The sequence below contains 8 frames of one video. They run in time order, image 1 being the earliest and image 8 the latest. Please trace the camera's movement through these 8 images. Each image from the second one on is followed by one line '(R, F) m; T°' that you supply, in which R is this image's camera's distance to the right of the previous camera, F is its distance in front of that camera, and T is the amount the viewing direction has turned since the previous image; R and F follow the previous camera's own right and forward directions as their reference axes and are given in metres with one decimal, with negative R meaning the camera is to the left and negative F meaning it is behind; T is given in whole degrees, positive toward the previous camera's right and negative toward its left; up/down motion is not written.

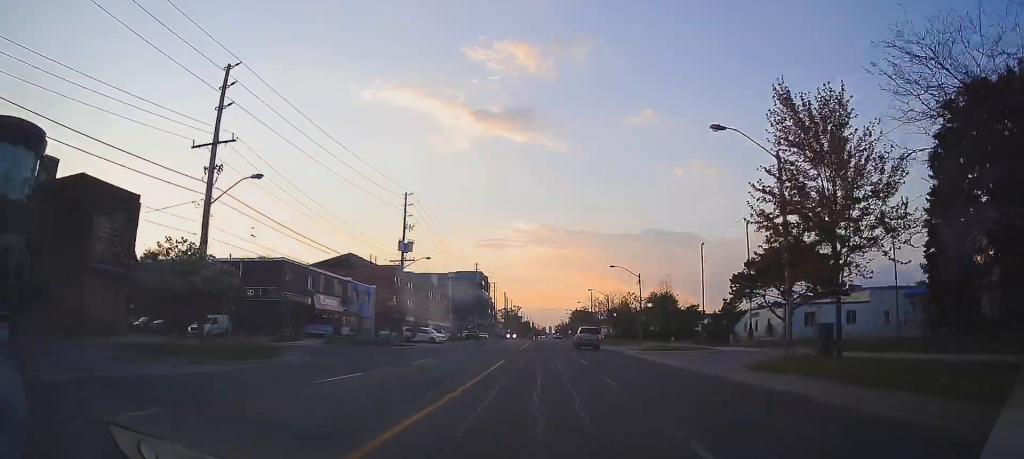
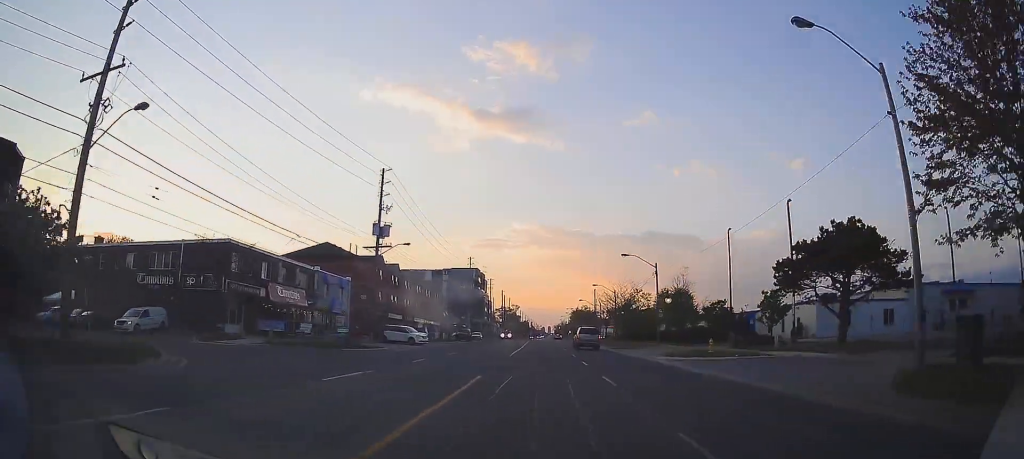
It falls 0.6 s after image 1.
(0.0, +8.9) m; 0°
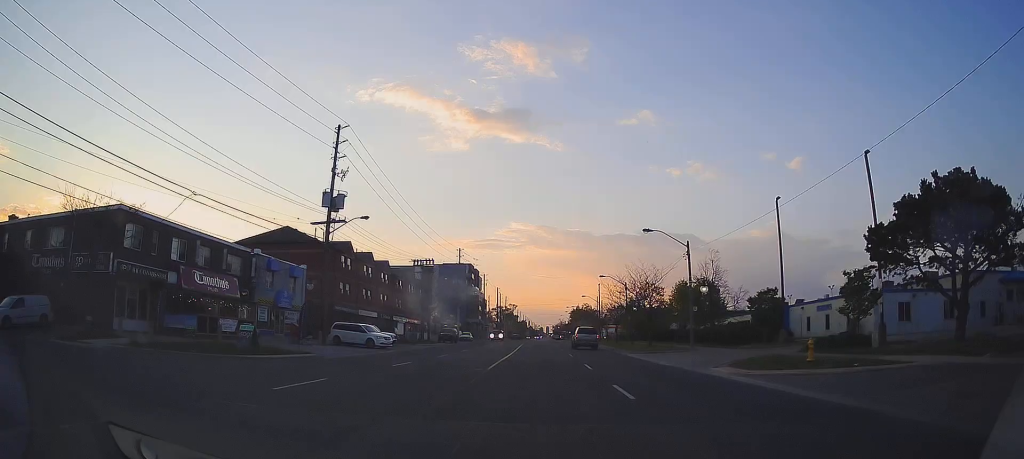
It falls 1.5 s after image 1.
(-0.1, +11.8) m; 0°
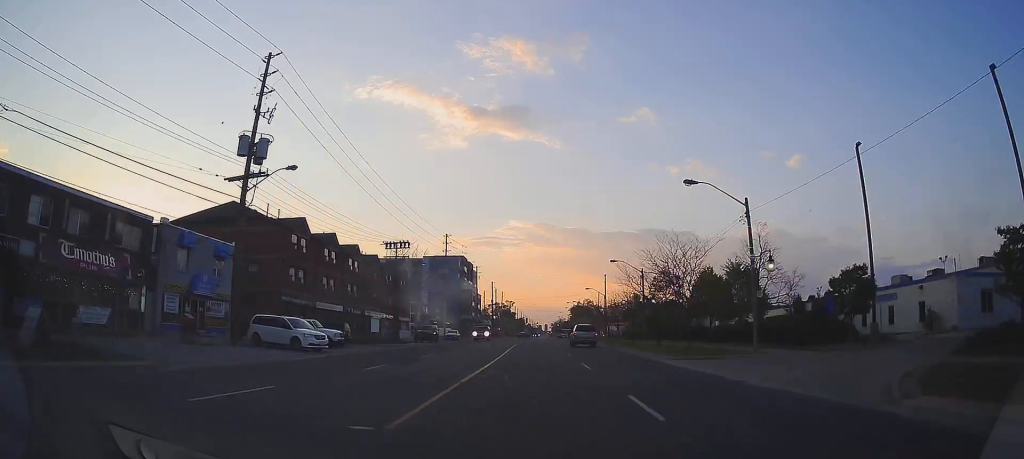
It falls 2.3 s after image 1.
(0.0, +12.1) m; 0°
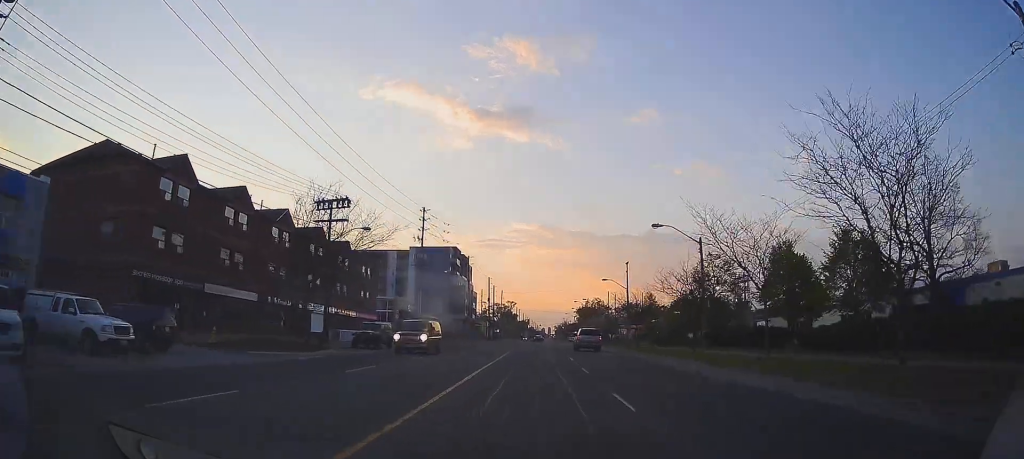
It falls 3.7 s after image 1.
(+0.1, +18.6) m; 0°
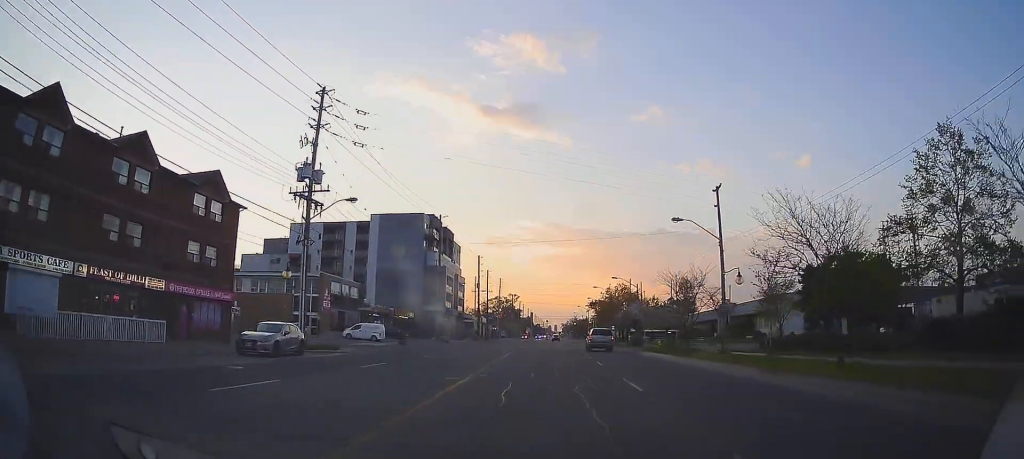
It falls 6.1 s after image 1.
(-0.3, +33.8) m; 0°
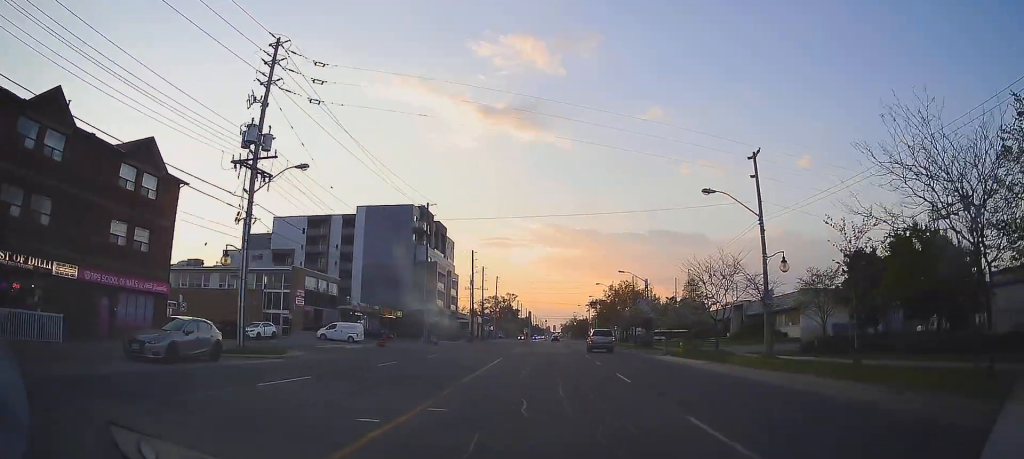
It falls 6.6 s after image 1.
(+0.1, +6.9) m; 0°
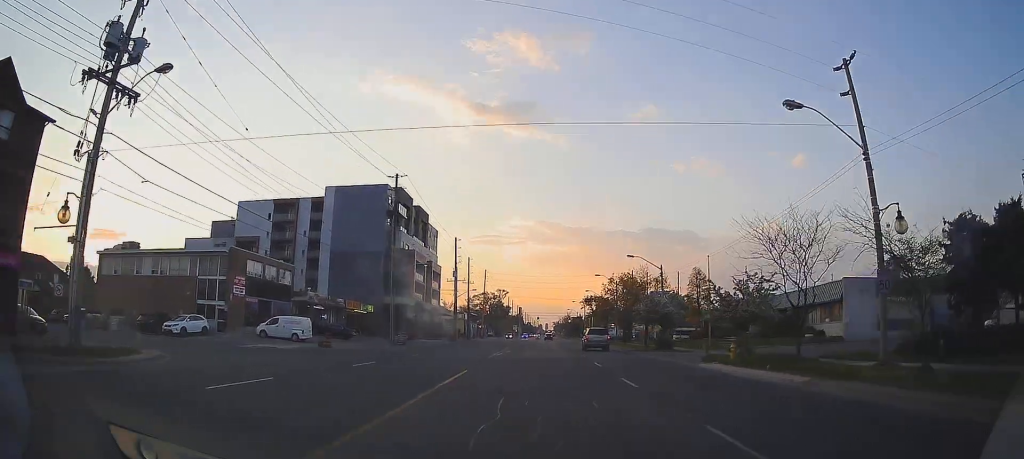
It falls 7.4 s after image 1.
(0.0, +10.9) m; +1°
